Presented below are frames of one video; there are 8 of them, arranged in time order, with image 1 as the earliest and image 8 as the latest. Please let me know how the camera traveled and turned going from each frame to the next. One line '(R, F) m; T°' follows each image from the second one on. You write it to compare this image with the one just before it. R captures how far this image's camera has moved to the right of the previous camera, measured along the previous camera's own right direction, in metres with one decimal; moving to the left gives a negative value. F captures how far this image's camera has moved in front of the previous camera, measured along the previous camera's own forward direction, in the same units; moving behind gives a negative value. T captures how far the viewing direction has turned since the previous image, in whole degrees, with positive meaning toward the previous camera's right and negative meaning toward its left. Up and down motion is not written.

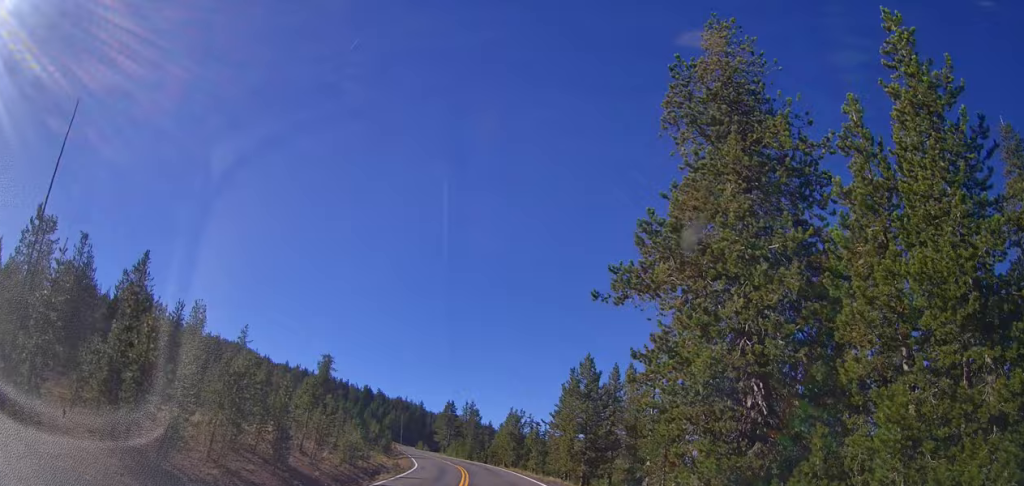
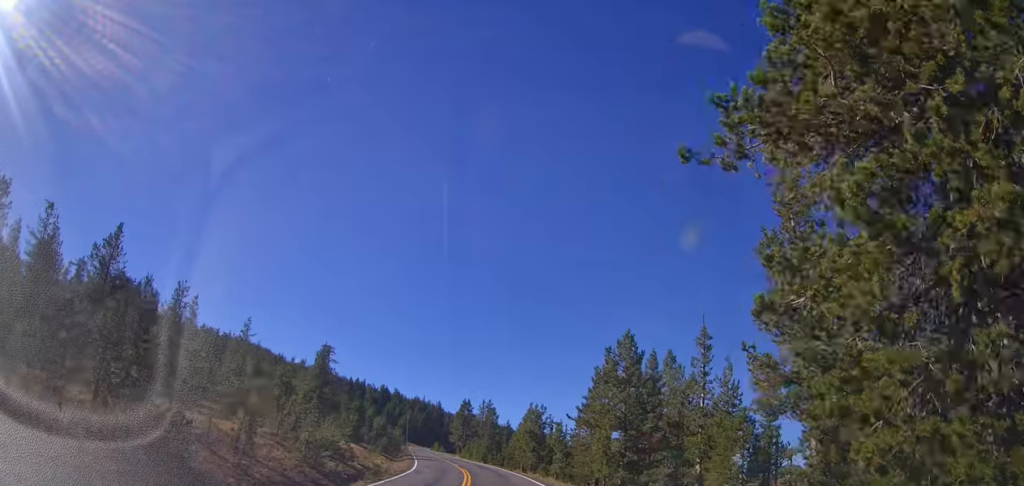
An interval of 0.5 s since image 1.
(+0.1, +9.6) m; -1°
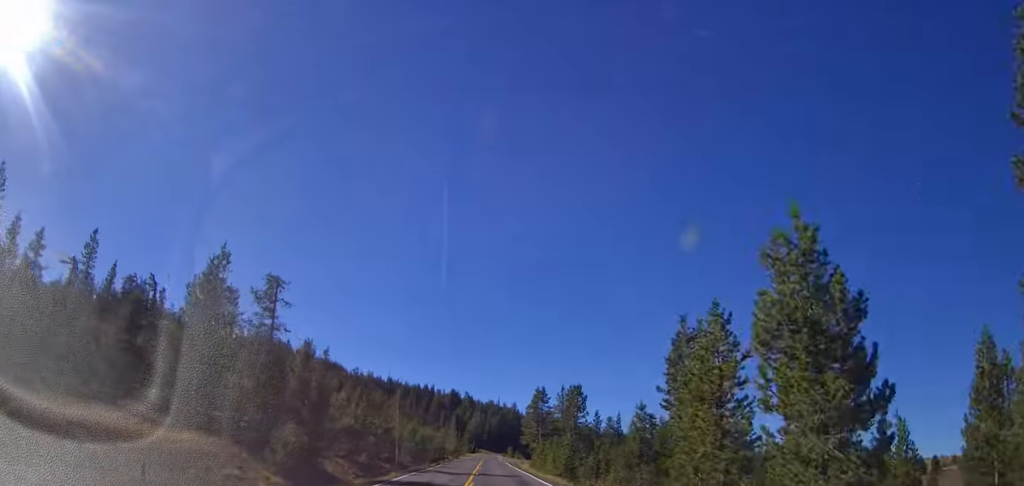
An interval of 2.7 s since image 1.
(-1.9, +41.5) m; -7°
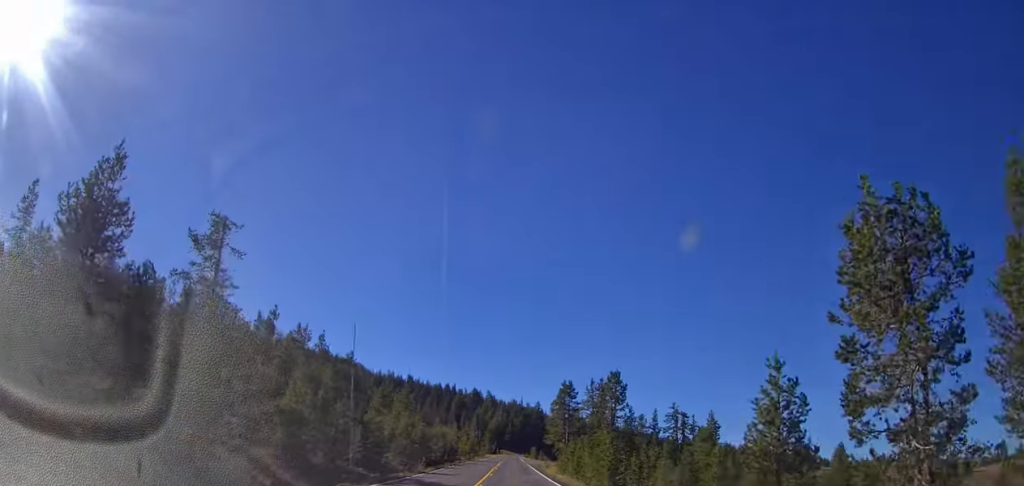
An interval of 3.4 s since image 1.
(-0.5, +13.5) m; -4°
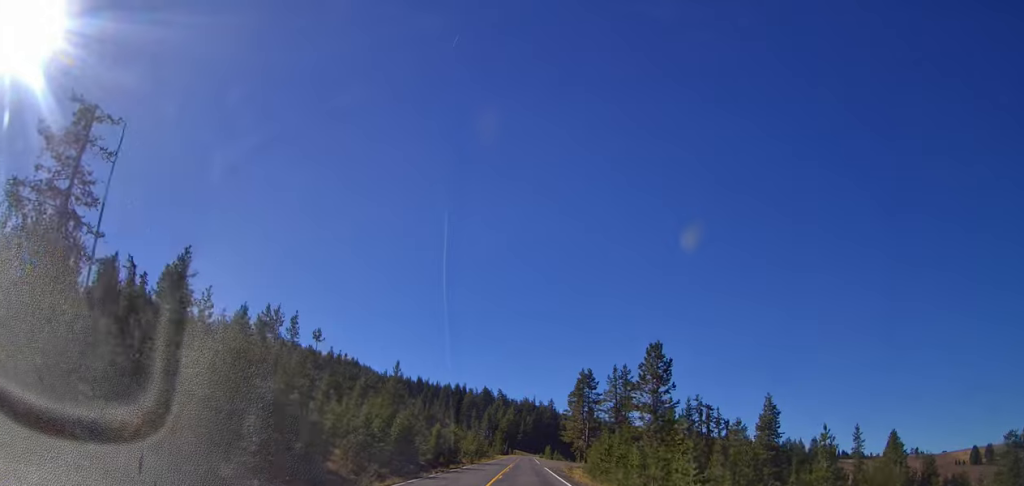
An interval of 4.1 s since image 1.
(-0.6, +14.8) m; -2°
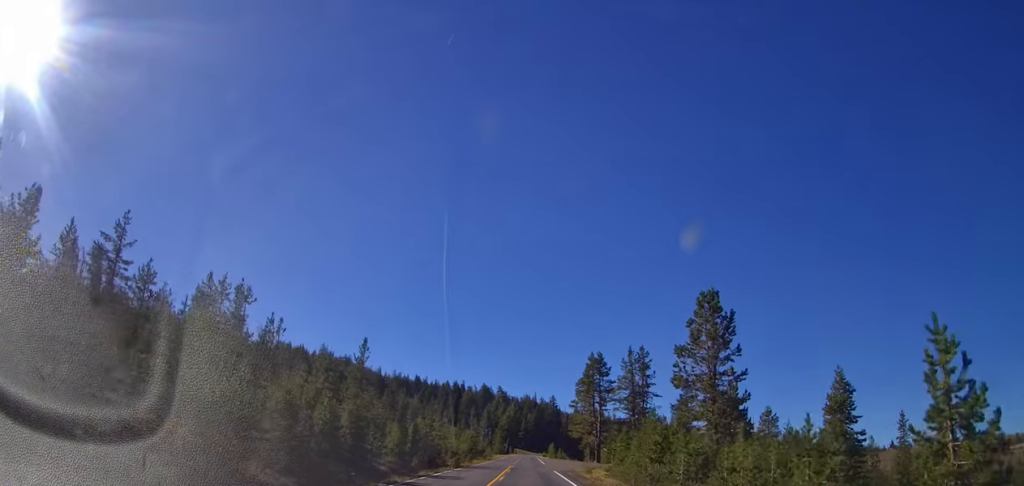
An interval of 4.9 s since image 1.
(-0.2, +14.9) m; -2°
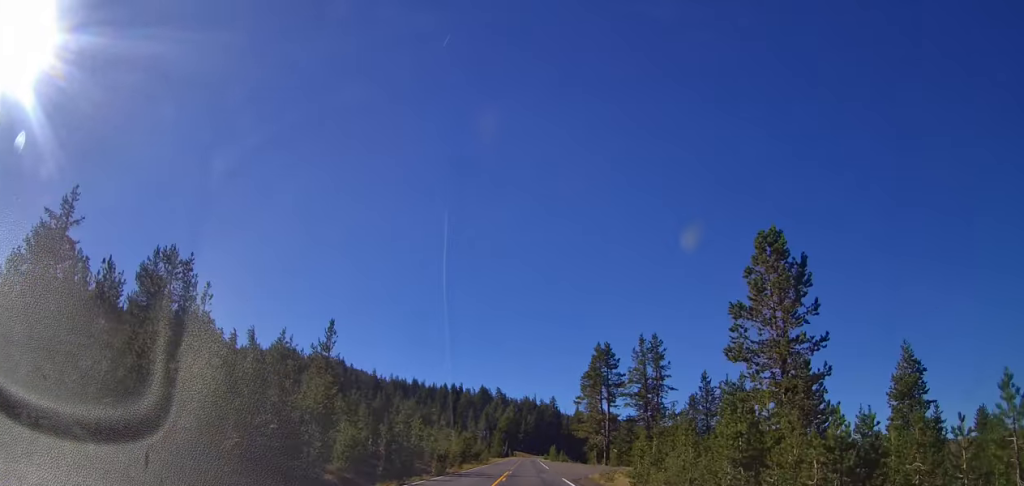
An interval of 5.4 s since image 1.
(+0.1, +9.7) m; -1°
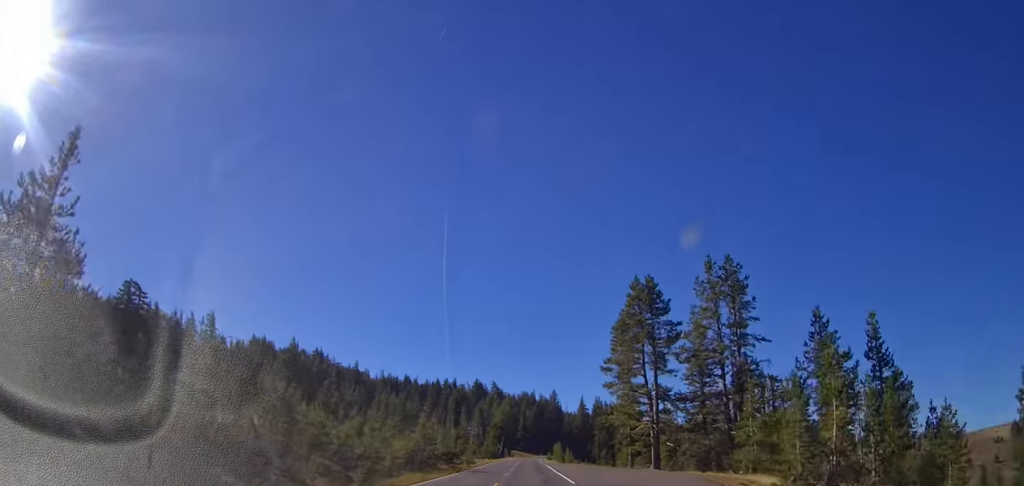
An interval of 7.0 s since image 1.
(-0.9, +30.8) m; 0°
